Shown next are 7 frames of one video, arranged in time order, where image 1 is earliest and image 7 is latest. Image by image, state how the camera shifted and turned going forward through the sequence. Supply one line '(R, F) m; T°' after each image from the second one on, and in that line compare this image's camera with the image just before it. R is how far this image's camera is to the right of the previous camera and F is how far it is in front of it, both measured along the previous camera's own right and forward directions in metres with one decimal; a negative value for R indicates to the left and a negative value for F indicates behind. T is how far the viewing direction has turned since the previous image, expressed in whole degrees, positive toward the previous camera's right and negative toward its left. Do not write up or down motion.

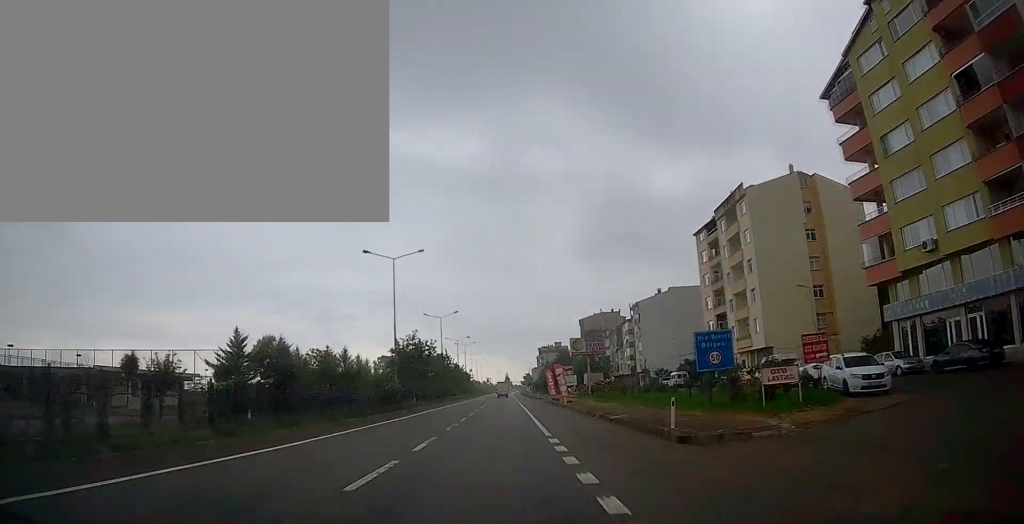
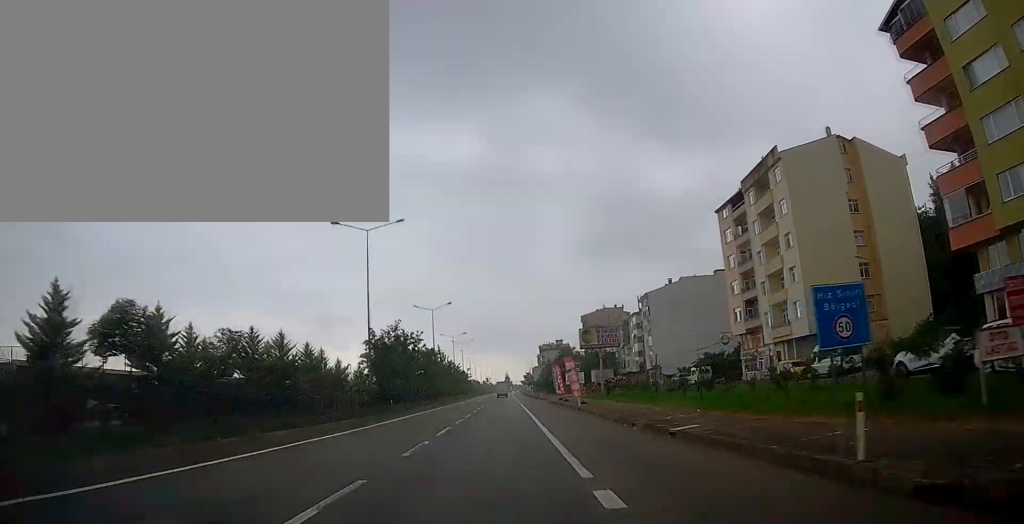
(+0.1, +8.7) m; 0°
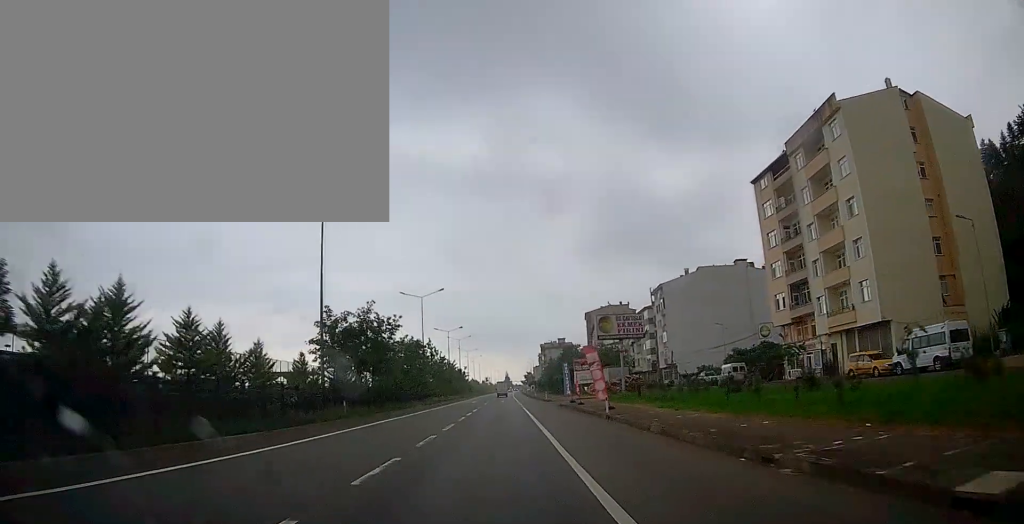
(0.0, +10.1) m; 0°
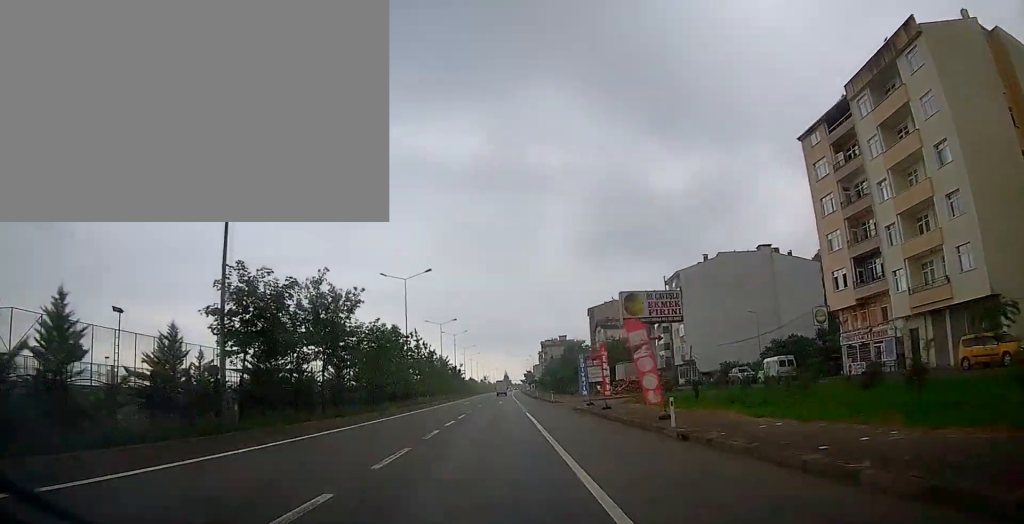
(0.0, +10.5) m; 0°
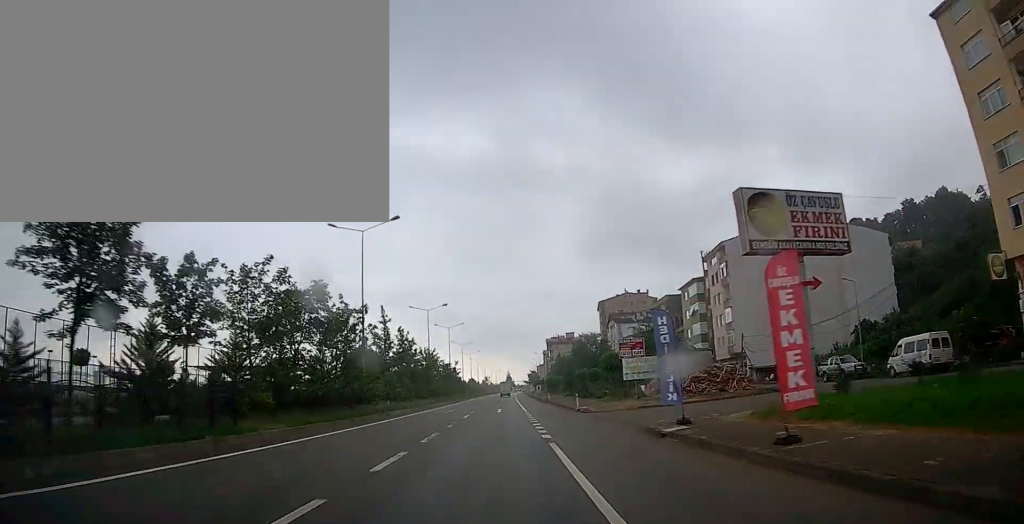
(-0.1, +18.5) m; 0°
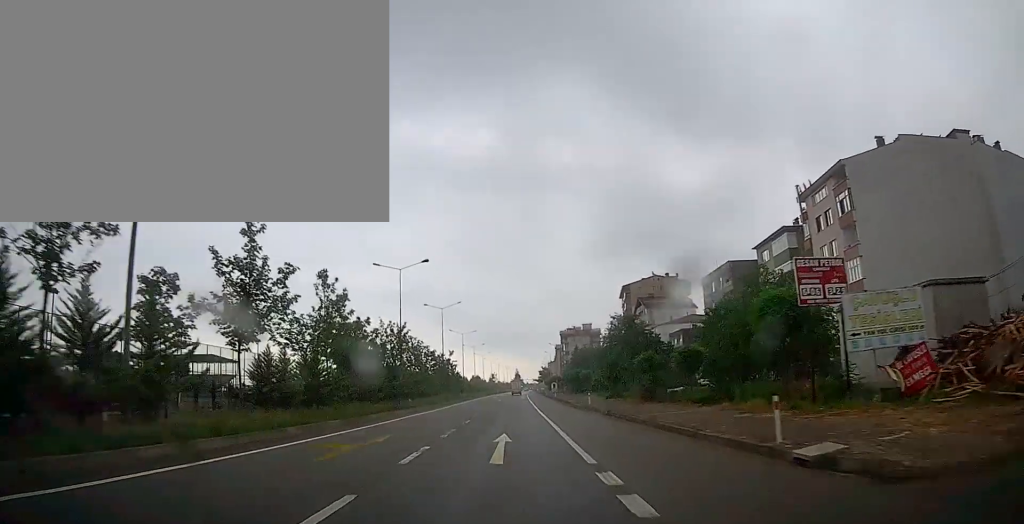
(-0.1, +26.2) m; +1°
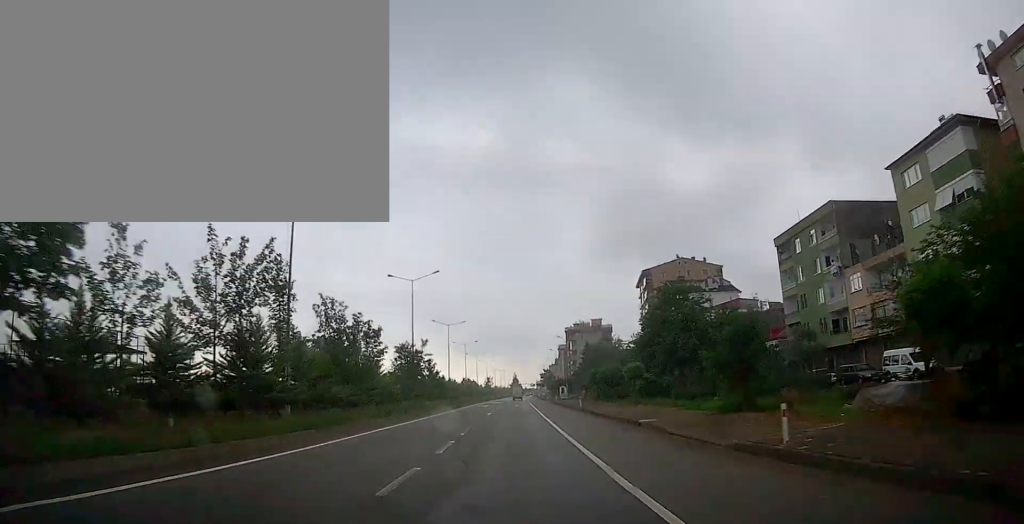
(-0.2, +26.9) m; -1°
